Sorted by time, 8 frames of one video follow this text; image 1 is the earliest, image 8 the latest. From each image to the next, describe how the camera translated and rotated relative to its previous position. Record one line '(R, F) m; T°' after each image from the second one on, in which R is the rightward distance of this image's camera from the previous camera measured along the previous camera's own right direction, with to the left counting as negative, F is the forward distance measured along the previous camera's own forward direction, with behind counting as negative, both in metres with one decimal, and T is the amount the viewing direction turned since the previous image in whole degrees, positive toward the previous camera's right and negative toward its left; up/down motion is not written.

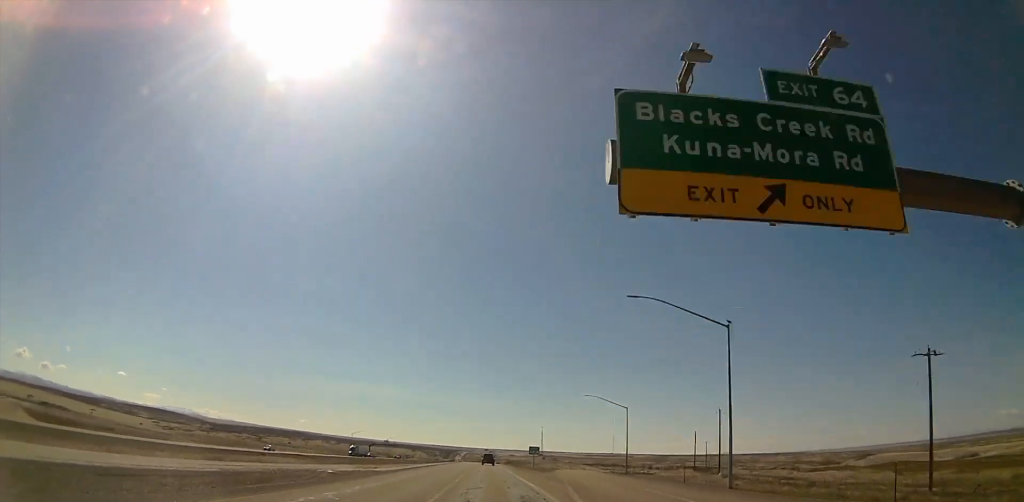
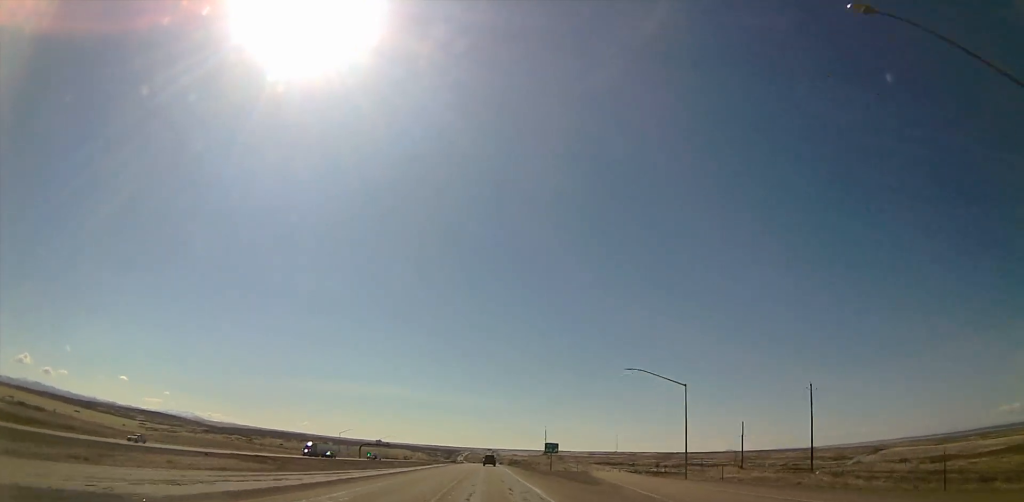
(0.0, +30.4) m; 0°
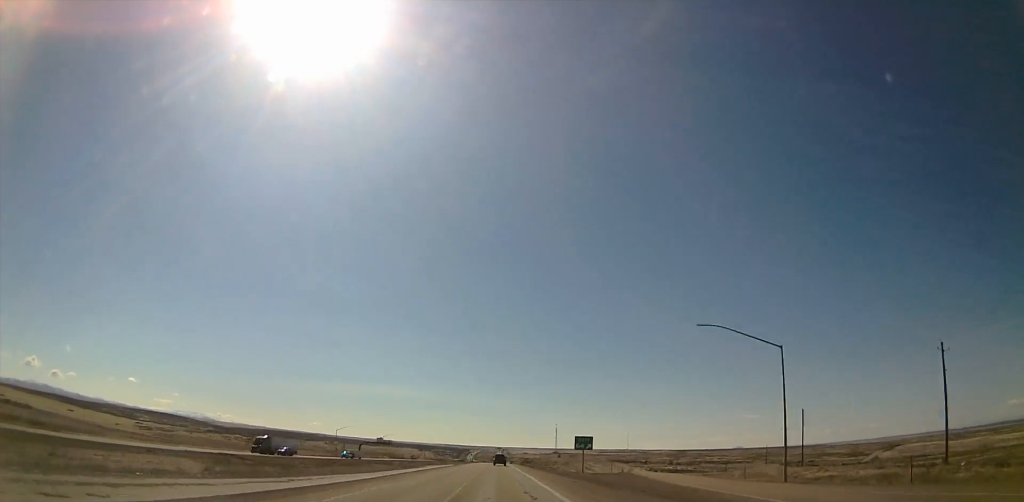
(0.0, +23.4) m; -1°
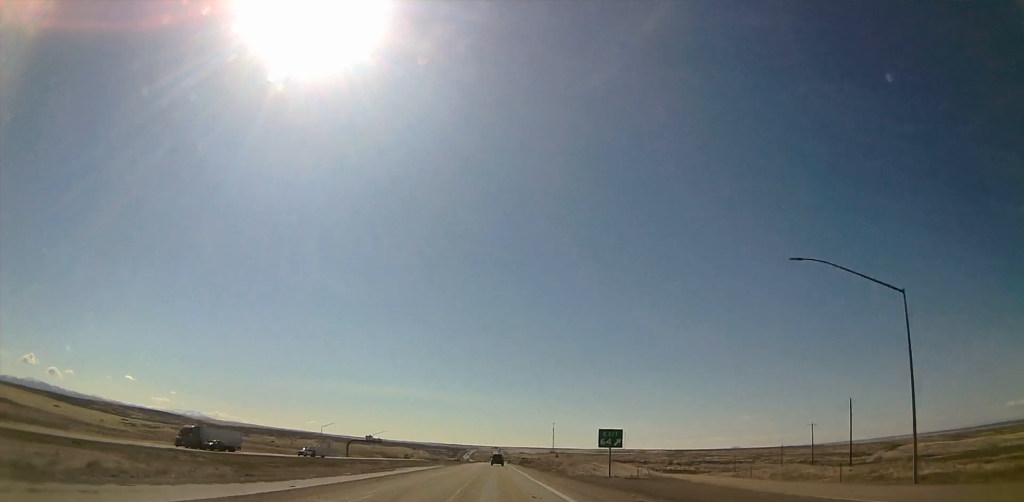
(+0.1, +17.6) m; -1°
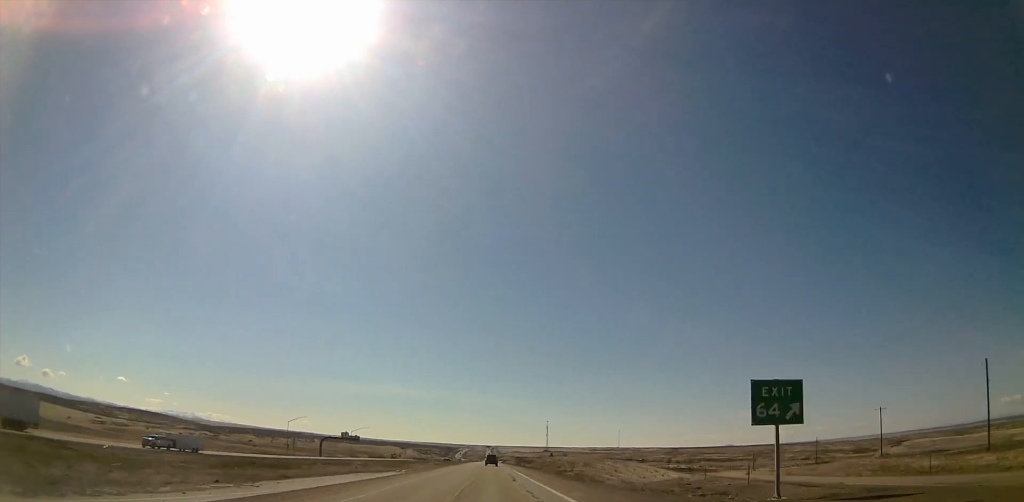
(-0.8, +32.8) m; 0°
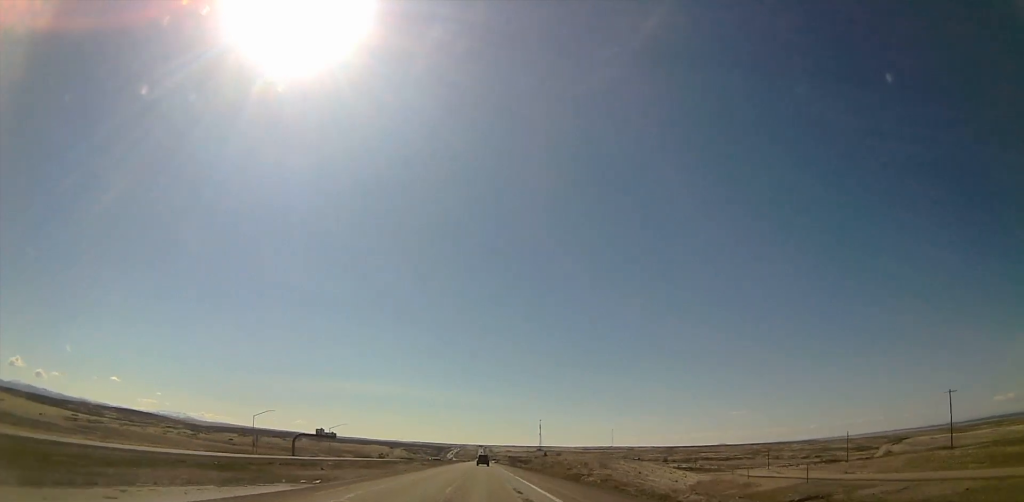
(+0.6, +24.6) m; 0°
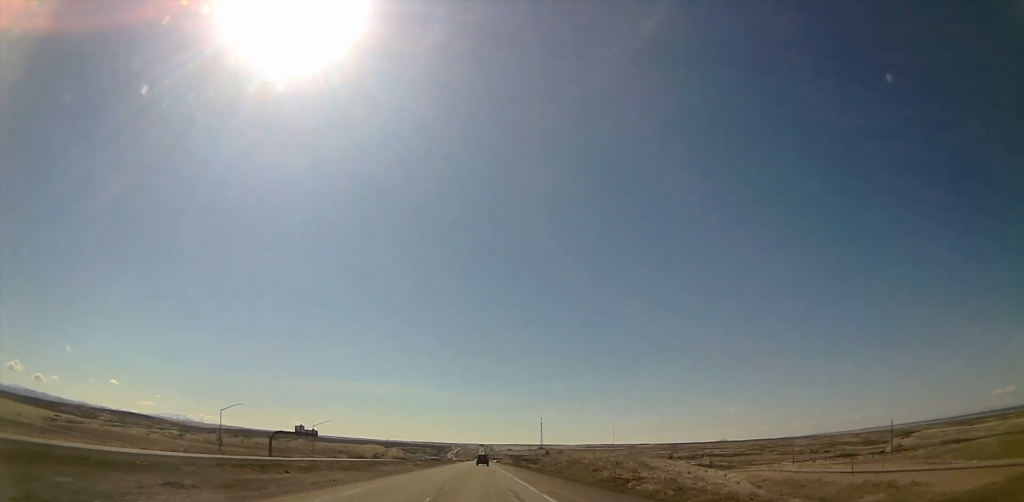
(-0.1, +23.4) m; 0°
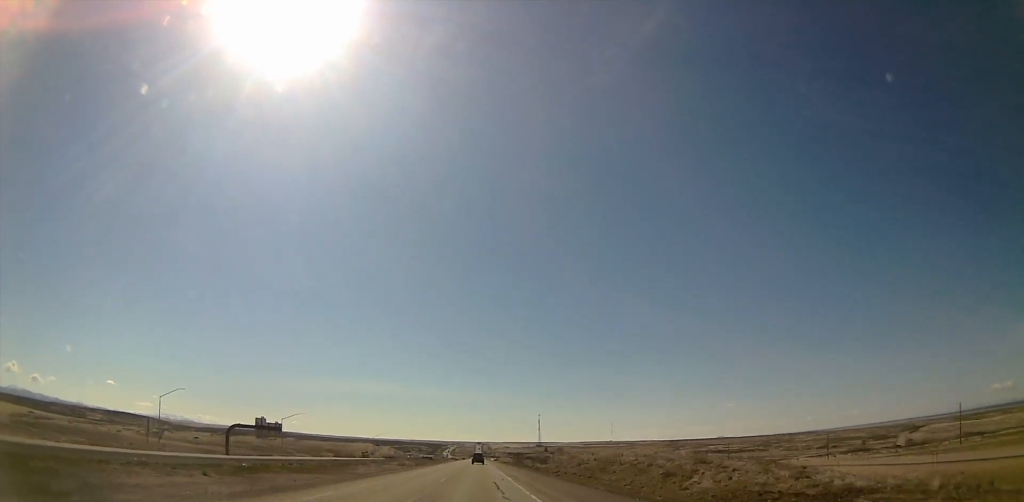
(-0.3, +30.4) m; 0°
